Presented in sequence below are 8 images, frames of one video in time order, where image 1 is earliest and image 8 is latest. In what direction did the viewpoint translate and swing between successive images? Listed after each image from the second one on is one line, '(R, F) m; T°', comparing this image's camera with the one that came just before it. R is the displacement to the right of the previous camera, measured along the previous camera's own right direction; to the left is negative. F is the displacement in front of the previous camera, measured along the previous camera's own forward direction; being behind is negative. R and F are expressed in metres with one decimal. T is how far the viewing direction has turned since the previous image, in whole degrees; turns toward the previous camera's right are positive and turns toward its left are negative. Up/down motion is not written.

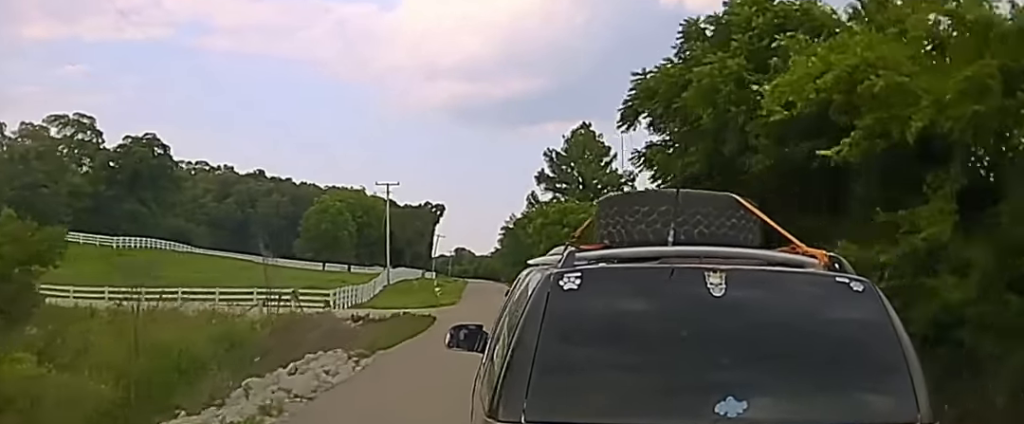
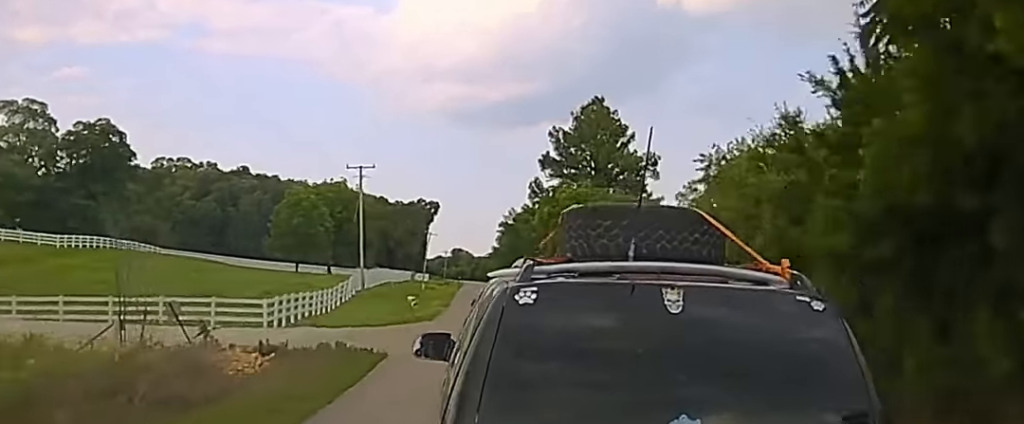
(-0.1, +19.8) m; 0°
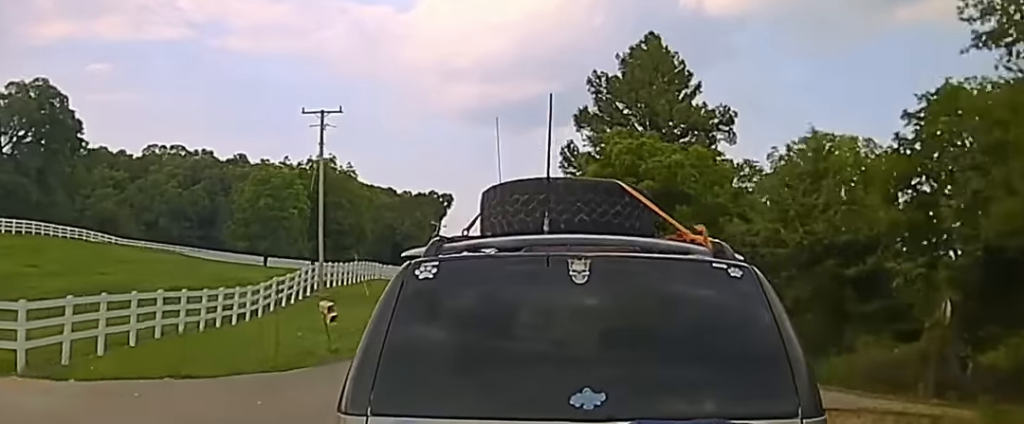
(0.0, +28.6) m; 0°
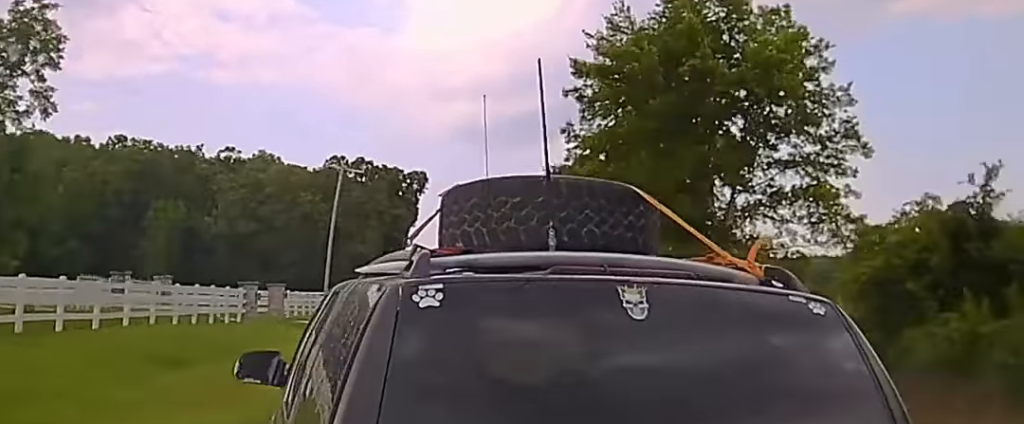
(-0.1, +89.5) m; 0°
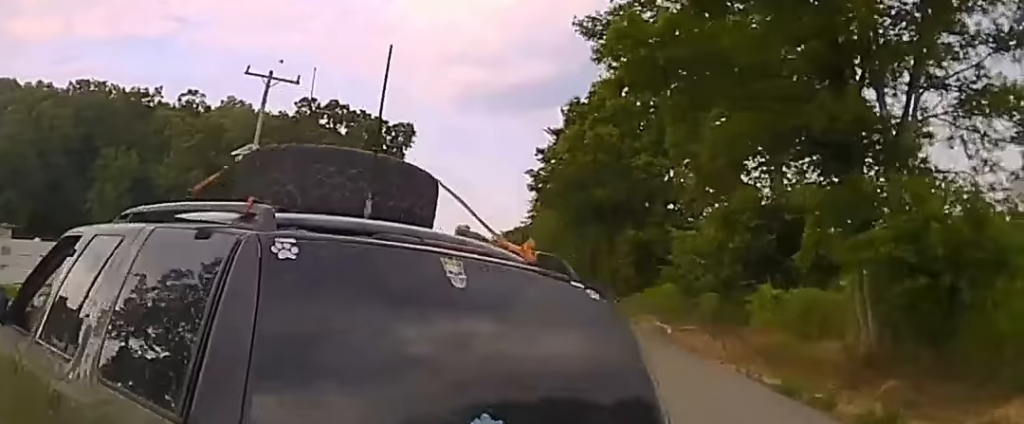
(0.0, +15.9) m; 0°
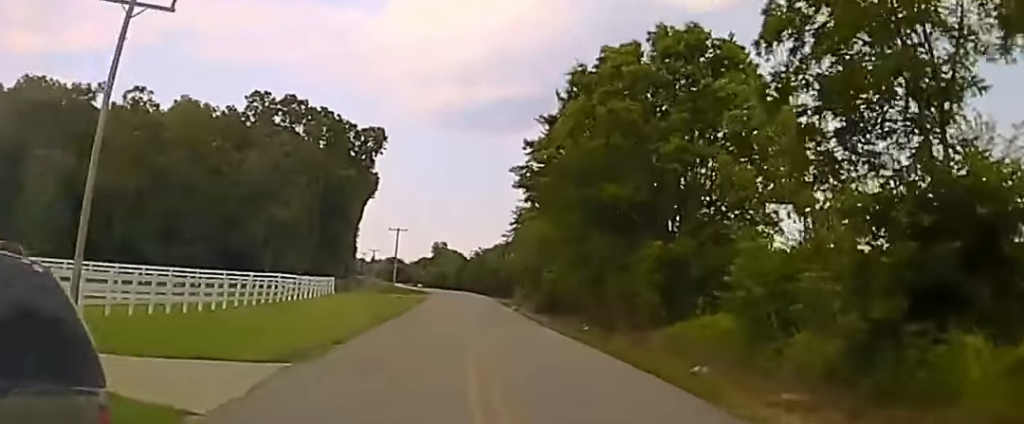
(-0.1, +14.8) m; 0°
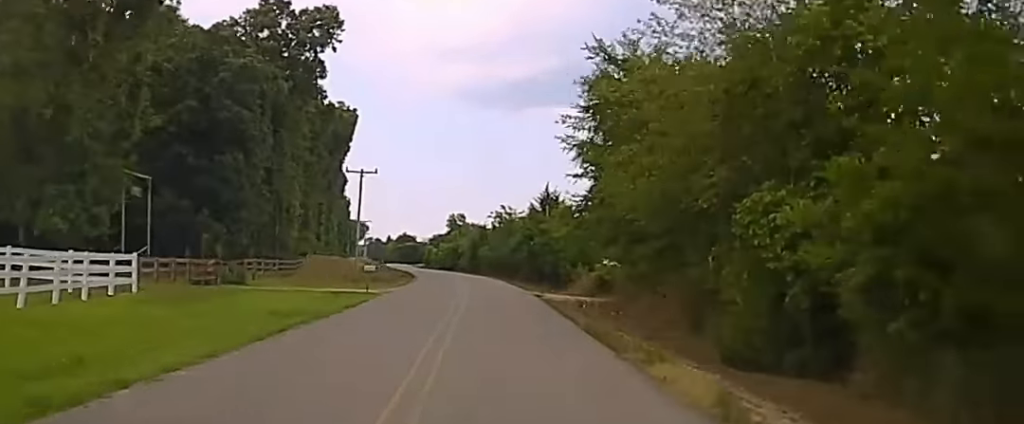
(-0.1, +54.6) m; -1°
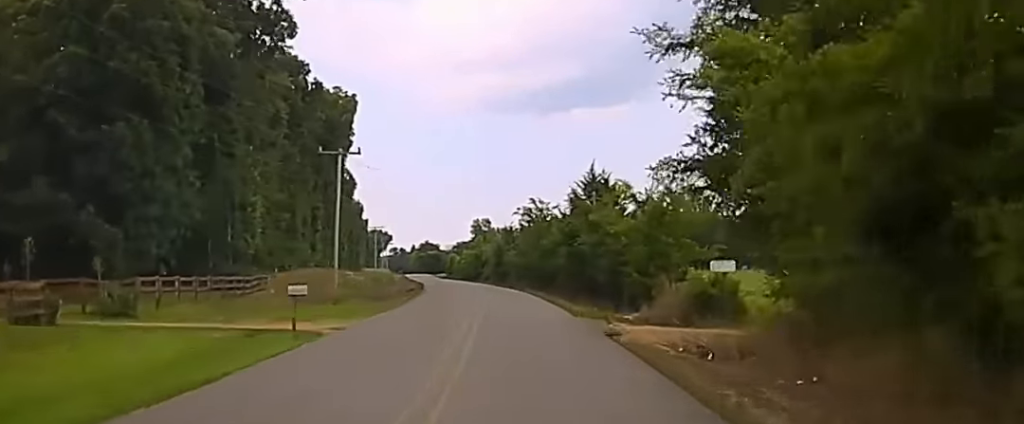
(-0.1, +21.2) m; -1°
